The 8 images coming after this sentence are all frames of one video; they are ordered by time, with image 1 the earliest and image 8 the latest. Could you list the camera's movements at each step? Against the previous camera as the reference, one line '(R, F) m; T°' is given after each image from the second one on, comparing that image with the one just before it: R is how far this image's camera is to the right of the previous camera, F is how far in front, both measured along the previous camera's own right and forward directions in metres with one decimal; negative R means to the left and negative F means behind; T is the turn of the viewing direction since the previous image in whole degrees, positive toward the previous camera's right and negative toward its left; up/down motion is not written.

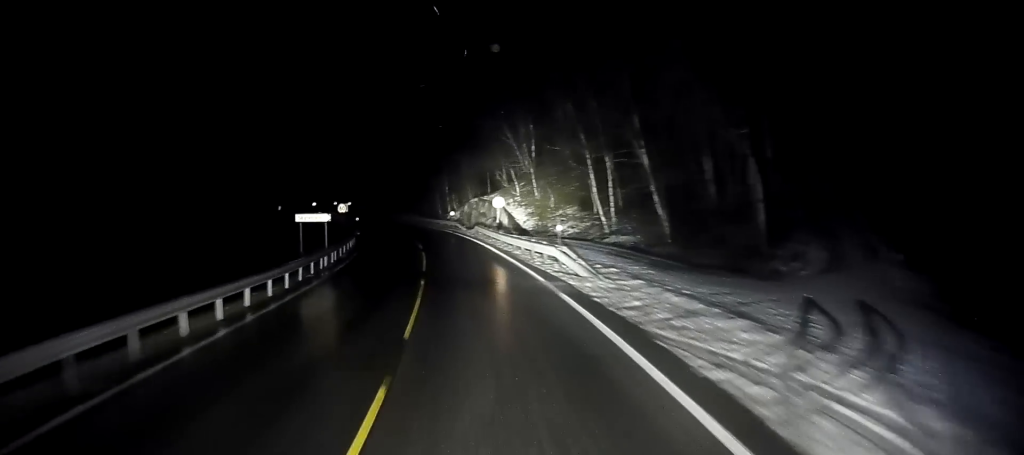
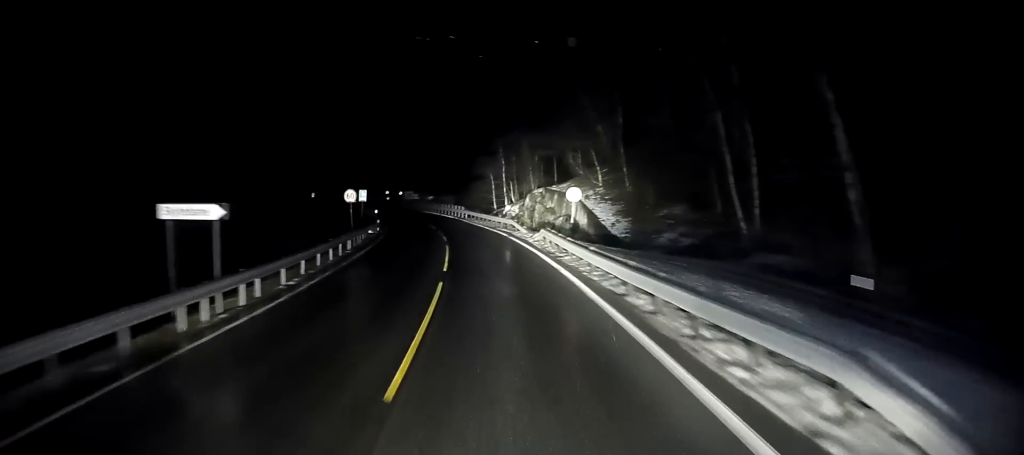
(-0.9, +15.2) m; -6°
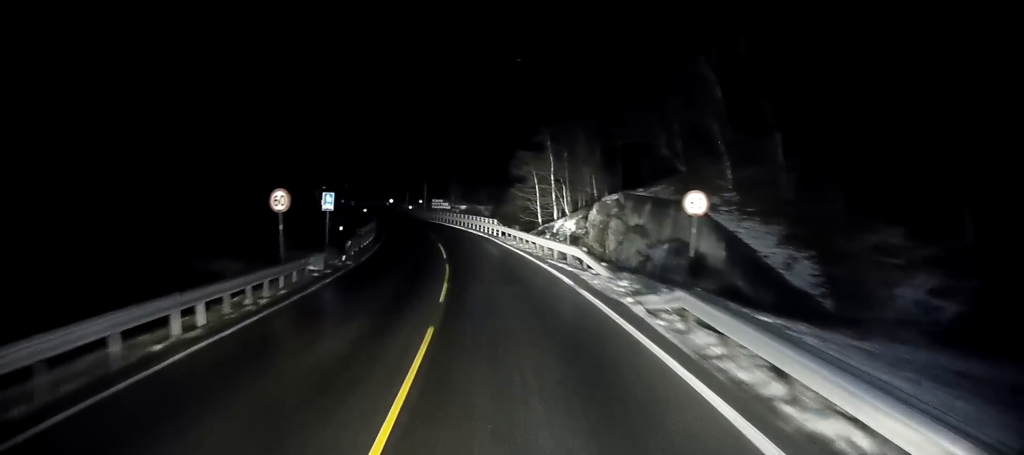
(-0.6, +16.9) m; -3°
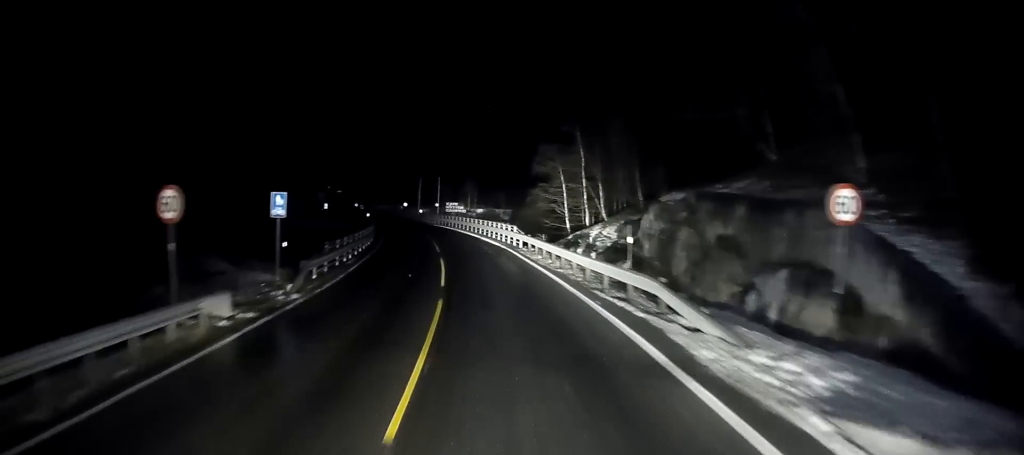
(0.0, +8.2) m; -2°
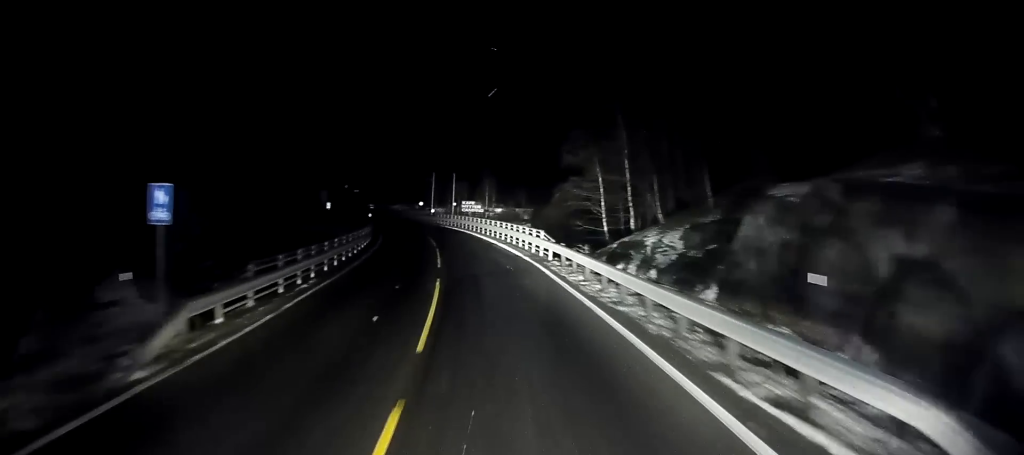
(-0.2, +7.8) m; -4°
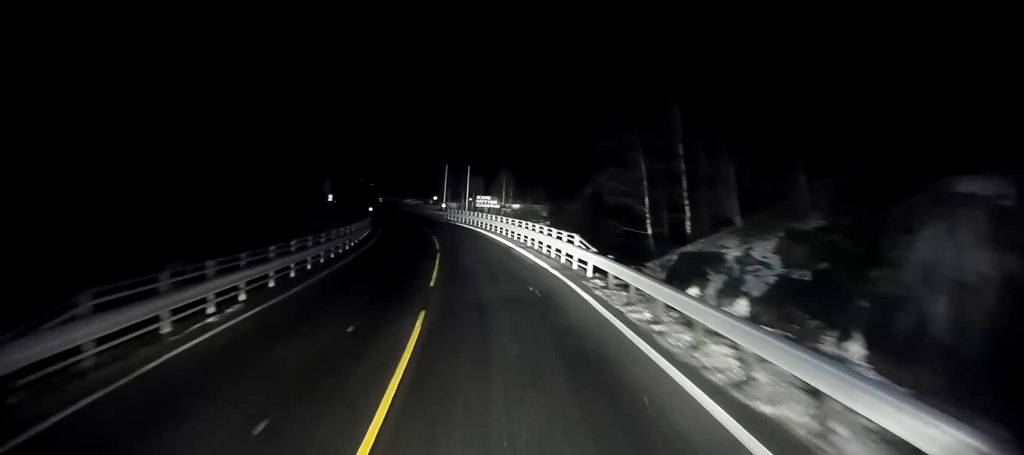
(0.0, +6.9) m; -3°
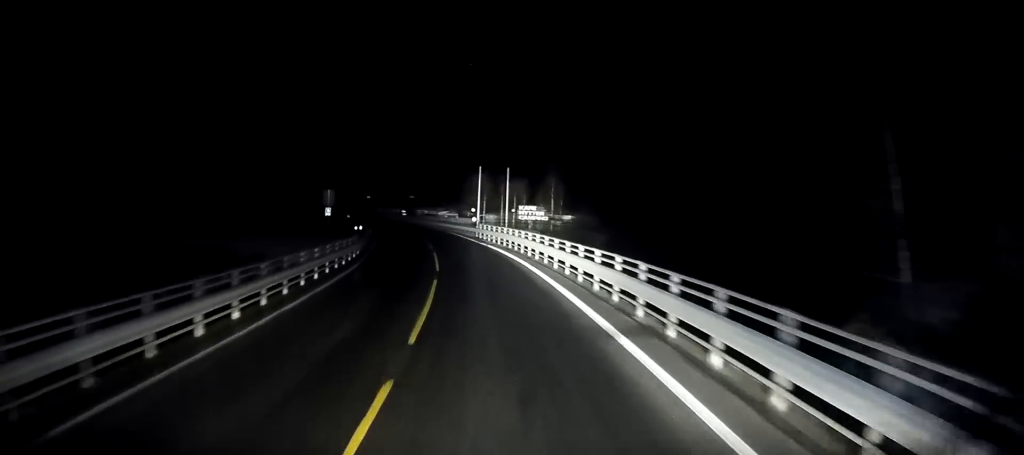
(-1.0, +17.0) m; -3°
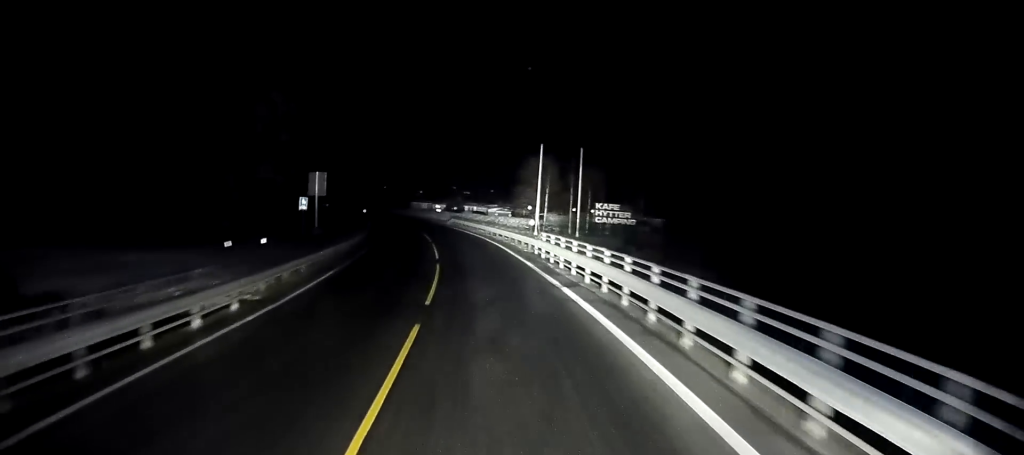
(-0.4, +21.2) m; -7°
